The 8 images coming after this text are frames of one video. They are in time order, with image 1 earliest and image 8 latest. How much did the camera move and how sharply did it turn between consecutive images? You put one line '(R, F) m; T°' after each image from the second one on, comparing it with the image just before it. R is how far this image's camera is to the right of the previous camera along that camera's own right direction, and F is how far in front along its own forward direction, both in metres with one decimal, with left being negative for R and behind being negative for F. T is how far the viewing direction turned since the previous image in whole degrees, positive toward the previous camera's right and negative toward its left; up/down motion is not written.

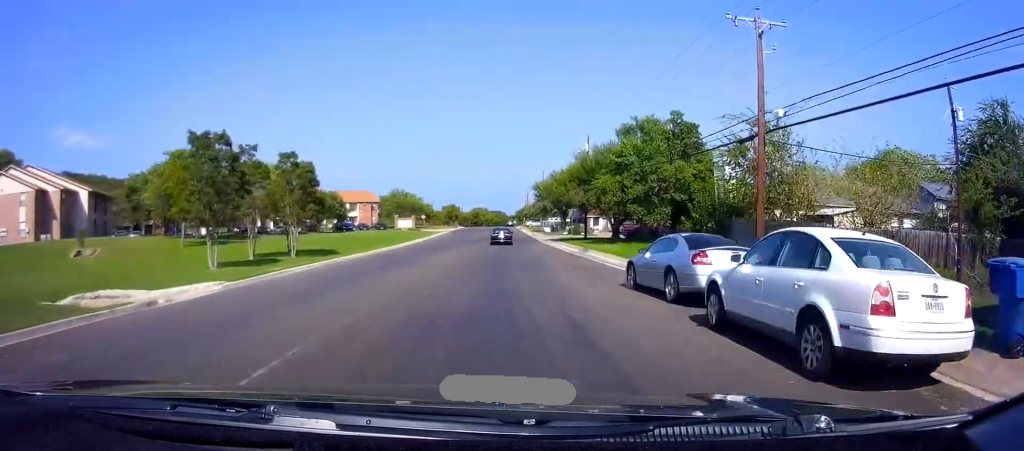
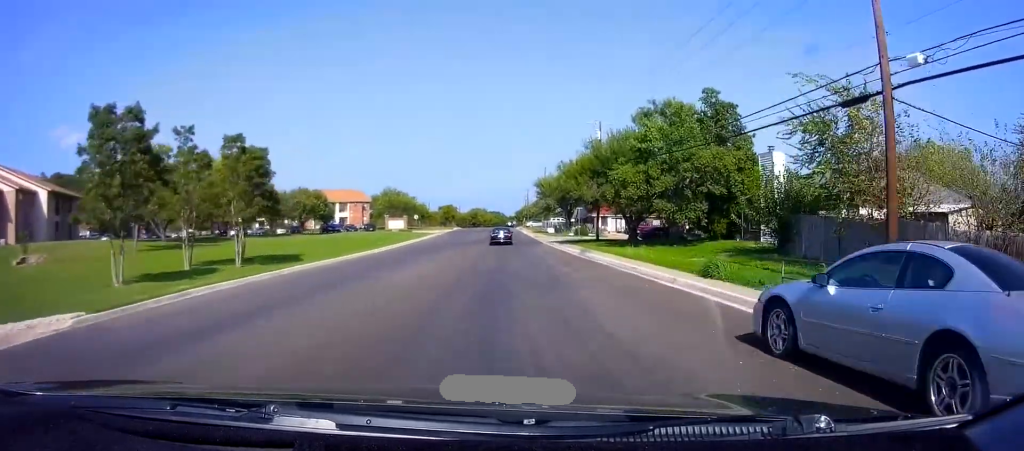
(-0.1, +7.8) m; +1°
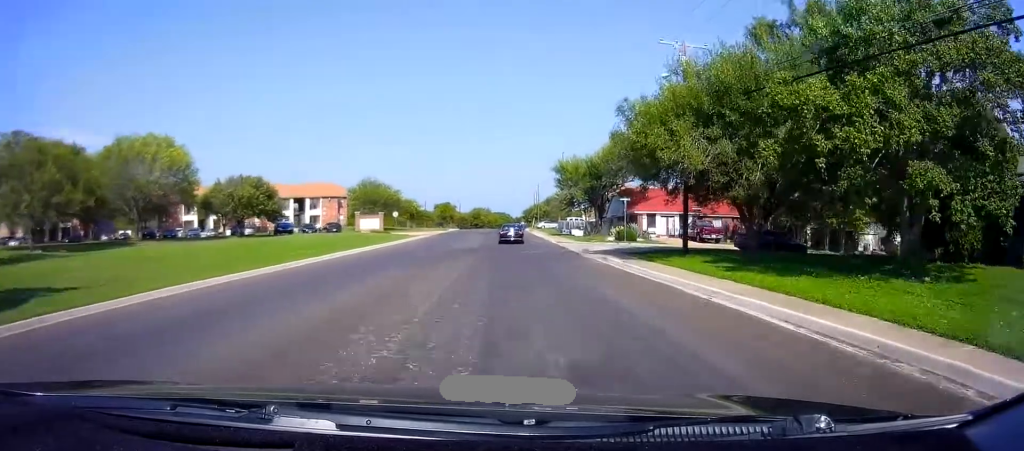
(+0.2, +21.9) m; +1°
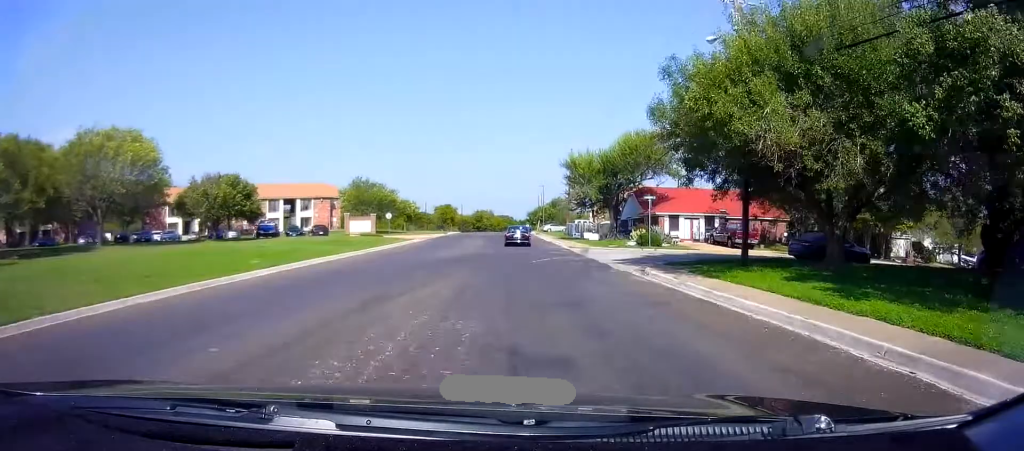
(-0.2, +6.5) m; +1°
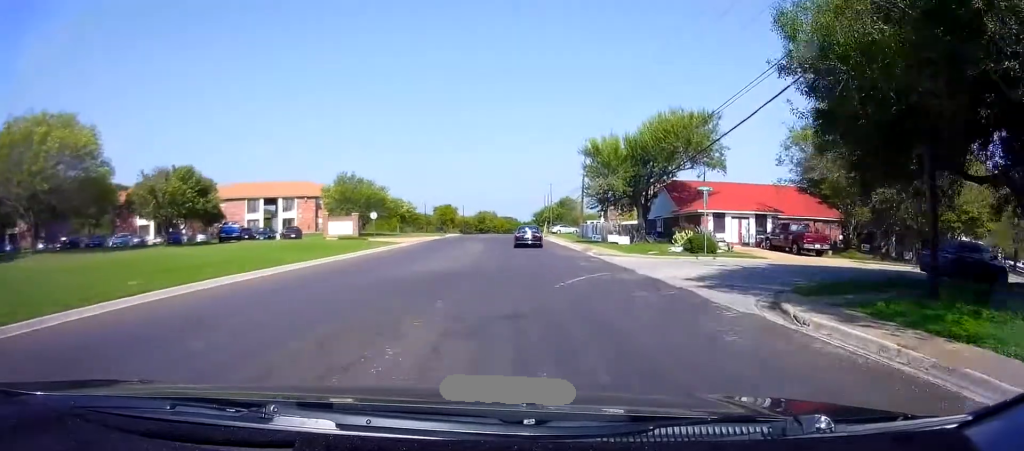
(+0.4, +9.9) m; -1°
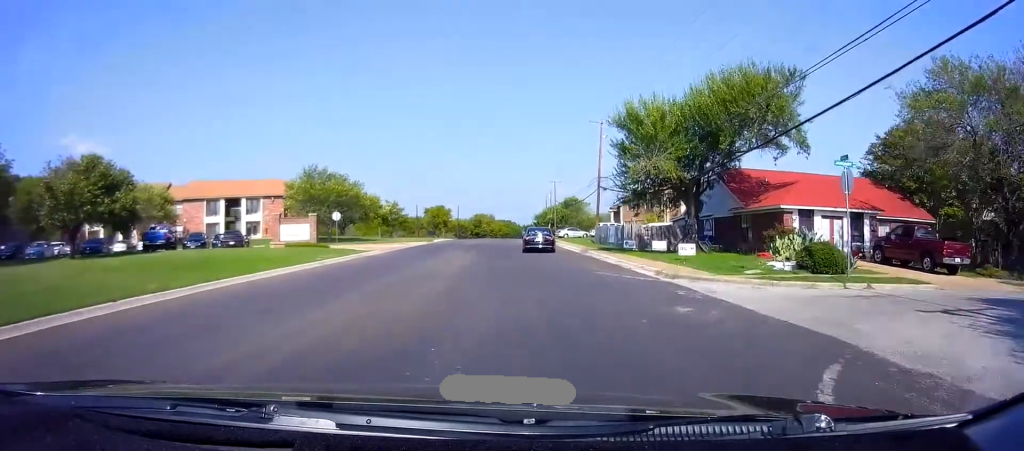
(-0.1, +12.1) m; -1°
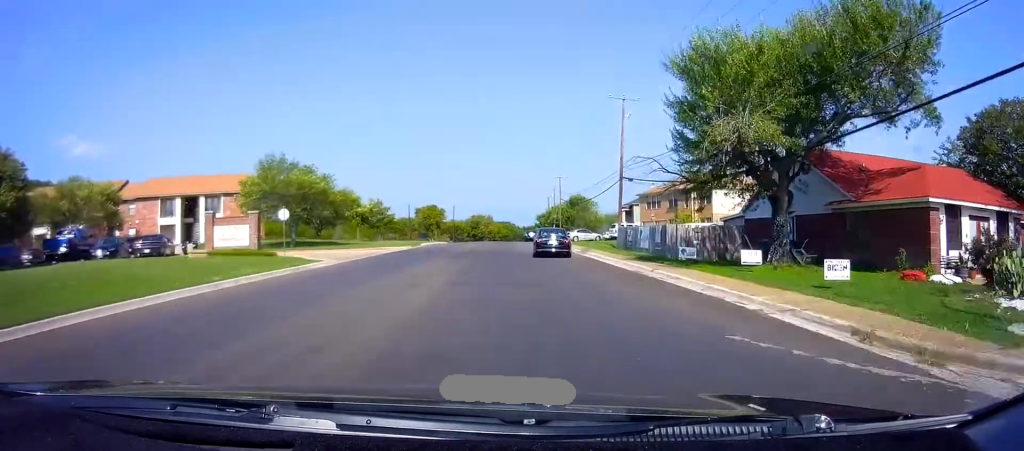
(-0.5, +11.3) m; -1°
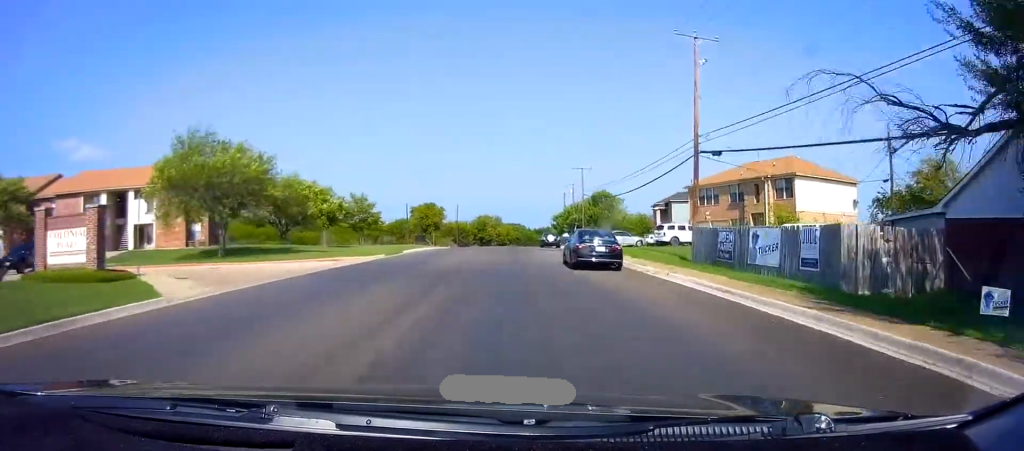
(+0.7, +16.4) m; +2°
